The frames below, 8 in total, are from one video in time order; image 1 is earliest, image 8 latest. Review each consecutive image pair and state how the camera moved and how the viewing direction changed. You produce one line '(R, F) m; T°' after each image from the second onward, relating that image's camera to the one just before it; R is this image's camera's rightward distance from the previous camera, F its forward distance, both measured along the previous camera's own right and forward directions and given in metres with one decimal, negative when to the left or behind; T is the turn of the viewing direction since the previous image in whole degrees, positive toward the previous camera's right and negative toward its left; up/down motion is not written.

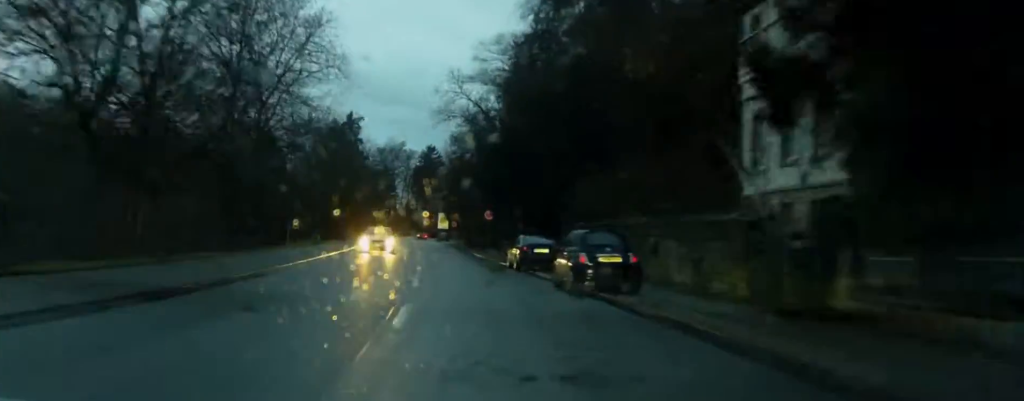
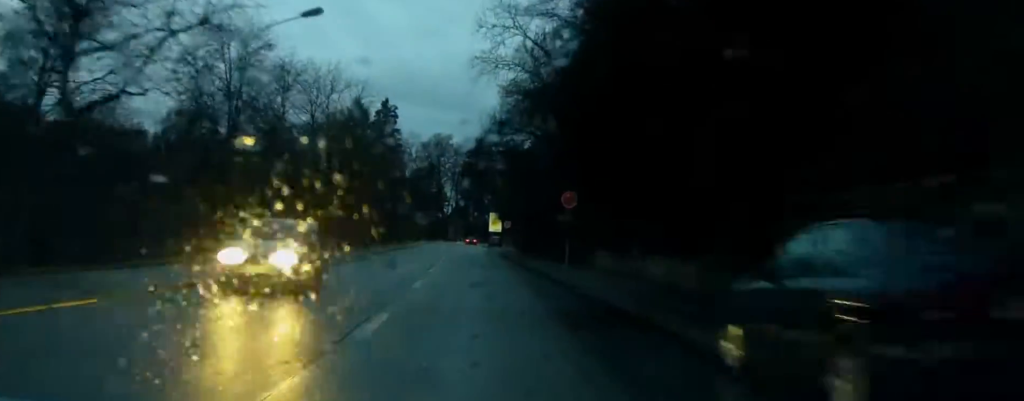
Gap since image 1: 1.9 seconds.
(-1.0, +27.7) m; -3°
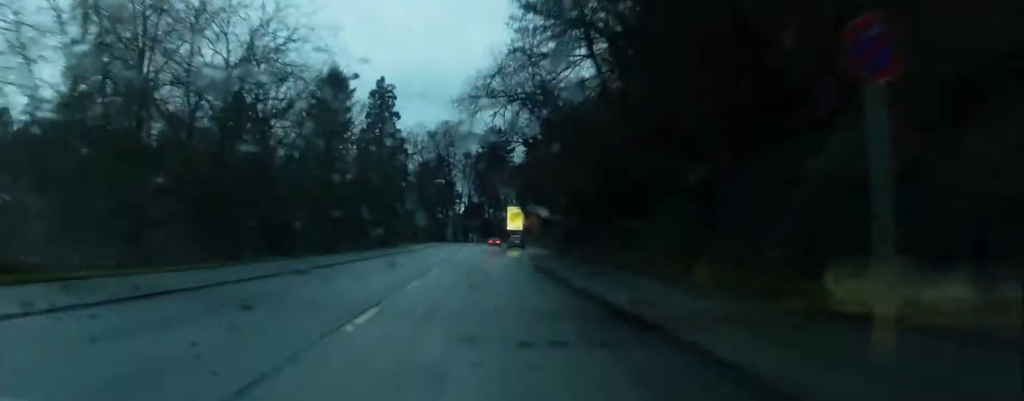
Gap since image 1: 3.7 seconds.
(-0.5, +25.4) m; -1°
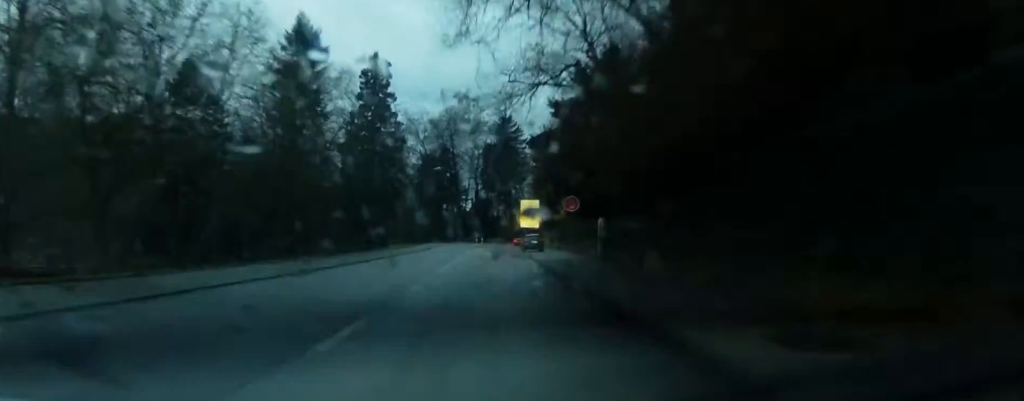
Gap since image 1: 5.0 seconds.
(+0.1, +19.6) m; 0°
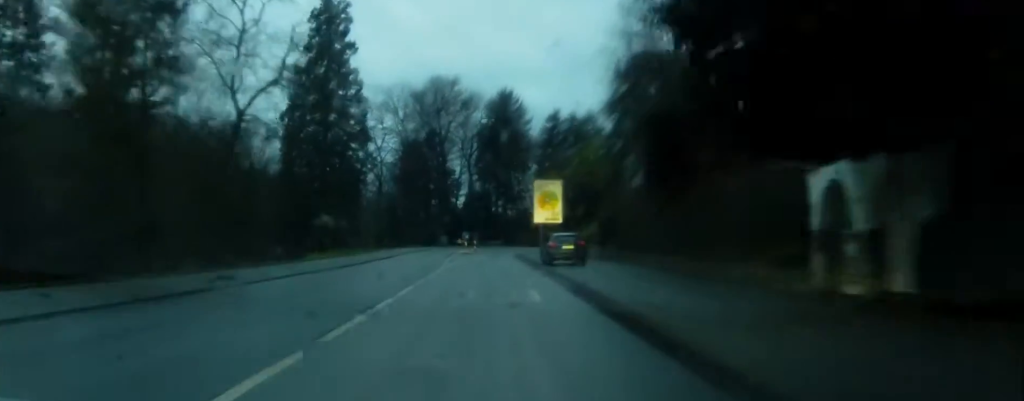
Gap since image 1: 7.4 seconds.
(-0.5, +34.2) m; -2°
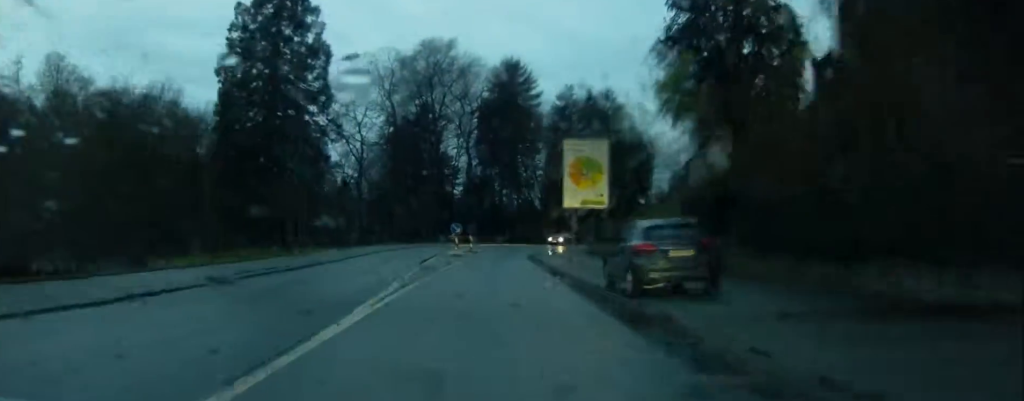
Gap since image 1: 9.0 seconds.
(-0.6, +22.5) m; 0°
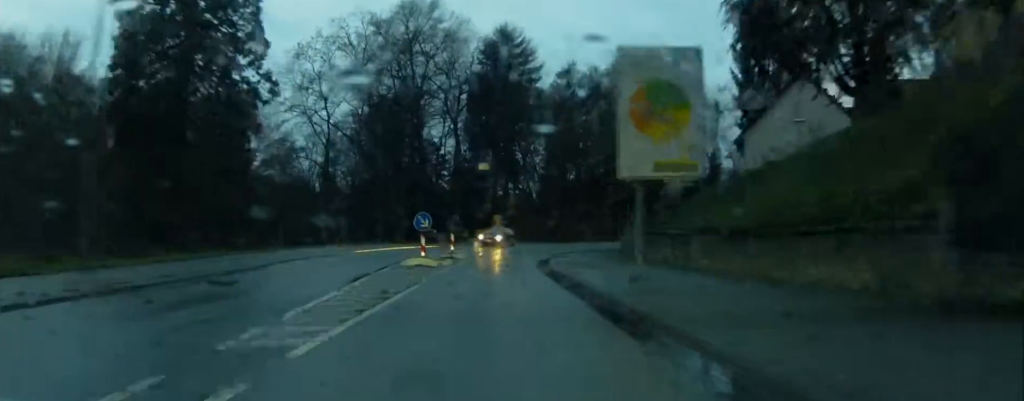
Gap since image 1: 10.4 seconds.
(+0.4, +18.9) m; +1°
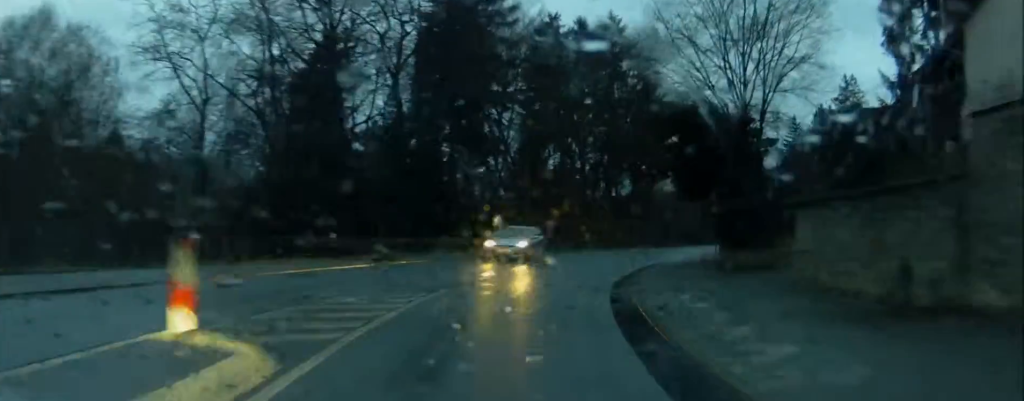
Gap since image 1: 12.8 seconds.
(+0.2, +33.1) m; +5°
